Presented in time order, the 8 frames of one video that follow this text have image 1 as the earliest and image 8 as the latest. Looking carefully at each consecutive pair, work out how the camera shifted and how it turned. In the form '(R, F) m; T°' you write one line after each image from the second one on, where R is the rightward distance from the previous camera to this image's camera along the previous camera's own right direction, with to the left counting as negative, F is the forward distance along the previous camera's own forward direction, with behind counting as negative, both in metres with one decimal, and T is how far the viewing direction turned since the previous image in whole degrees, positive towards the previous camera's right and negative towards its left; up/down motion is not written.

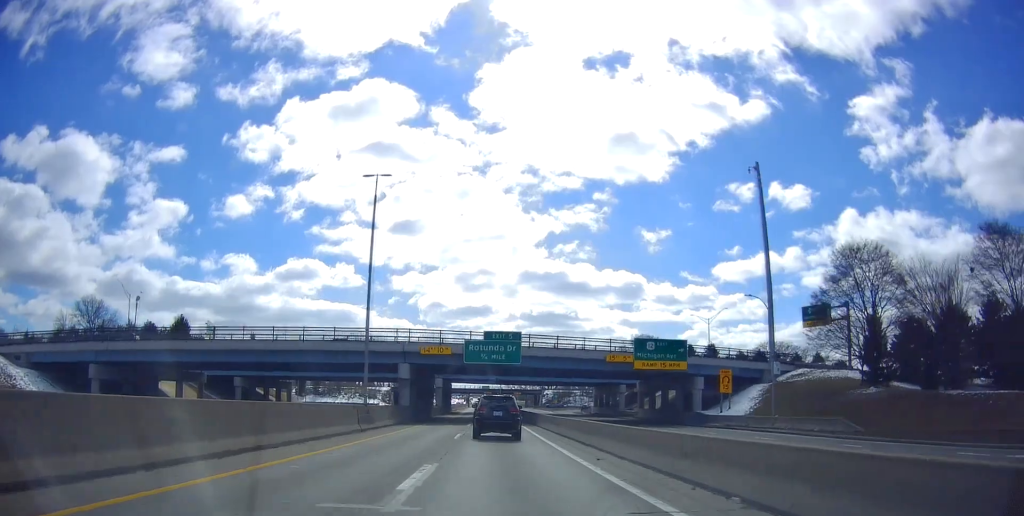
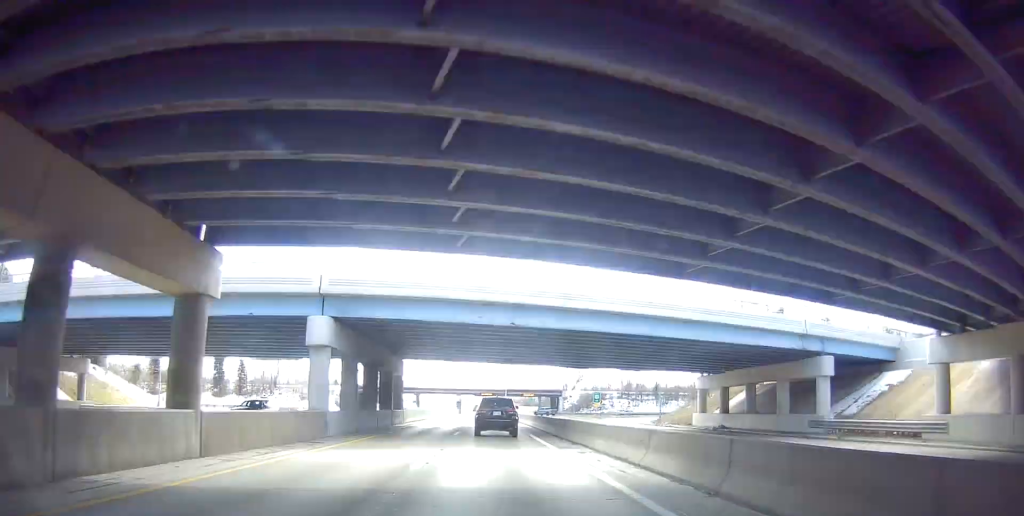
(+0.8, +58.5) m; +1°
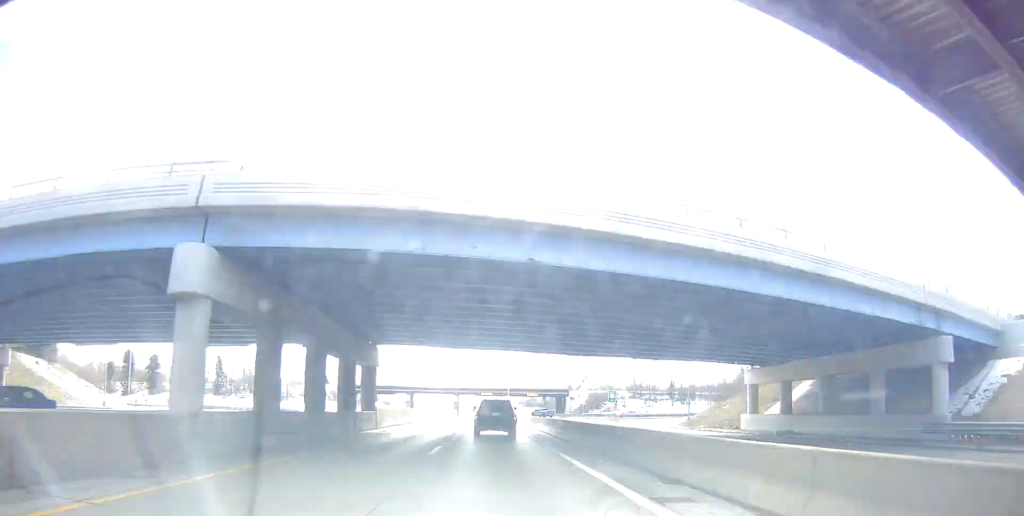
(+0.3, +11.7) m; 0°
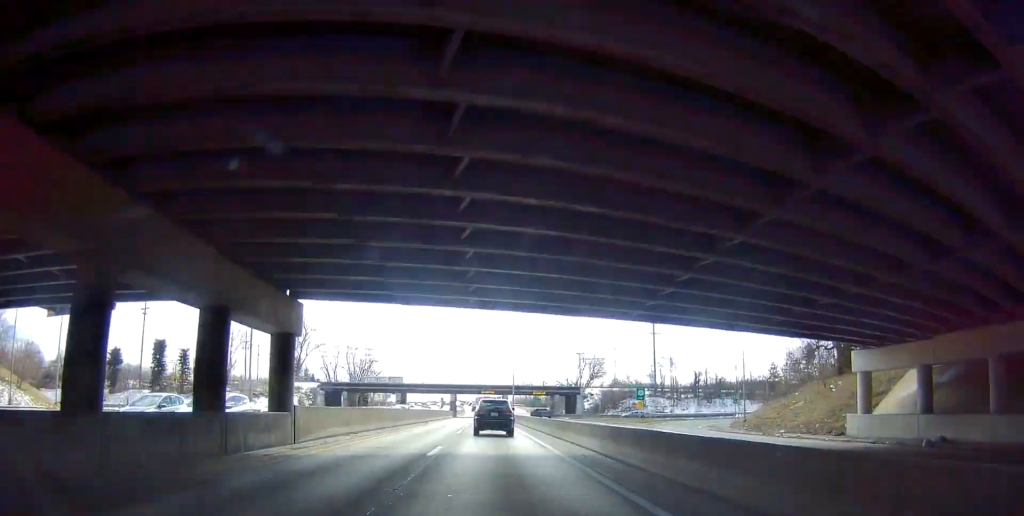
(-0.4, +15.6) m; -1°
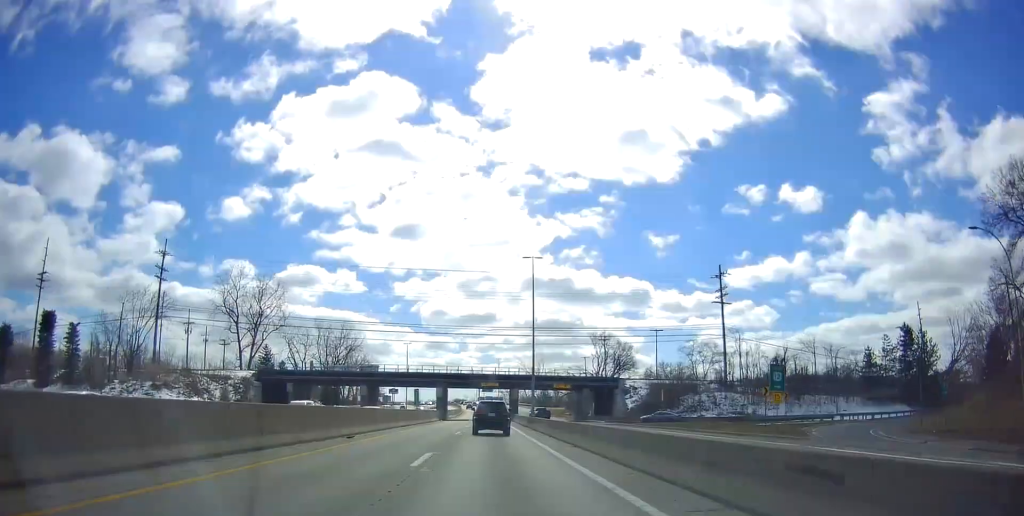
(-0.2, +33.8) m; -1°
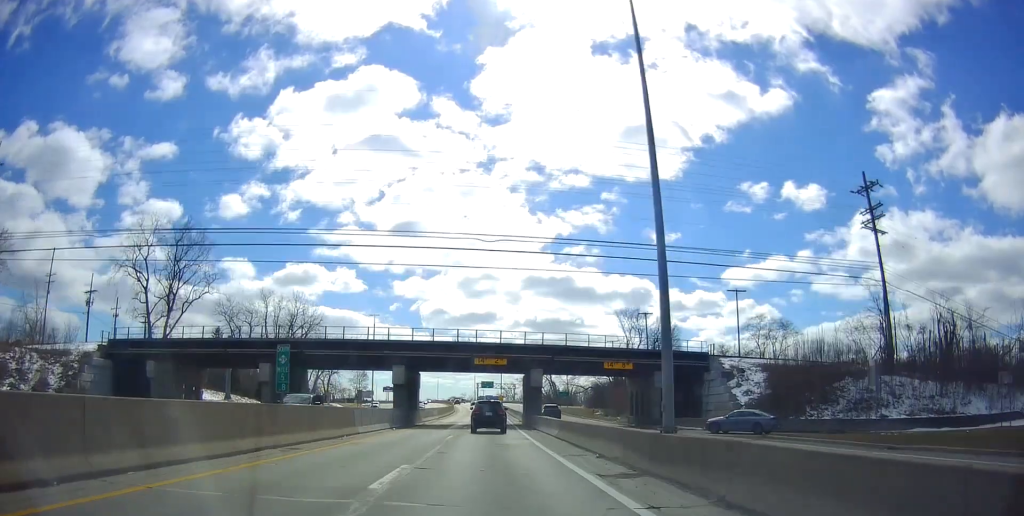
(-0.2, +36.2) m; -1°
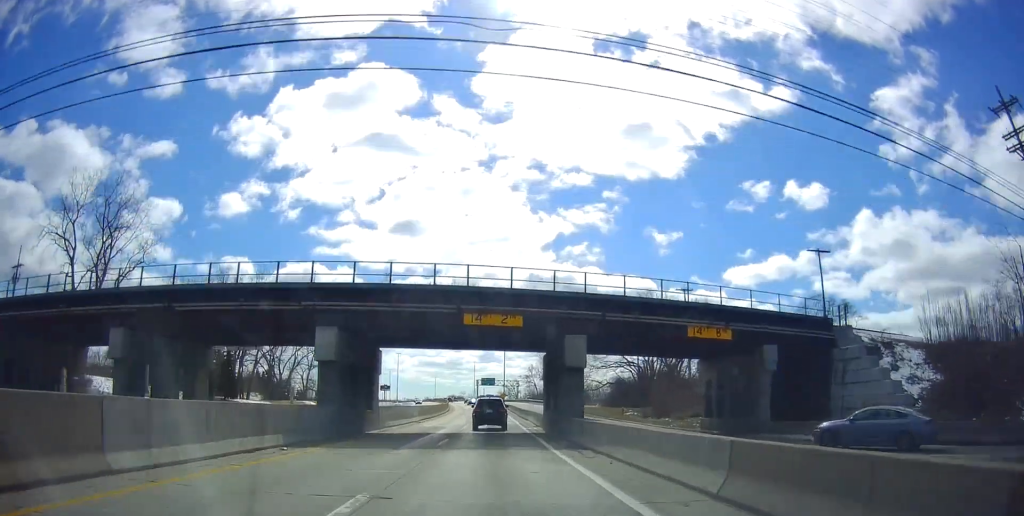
(-0.1, +19.9) m; -1°
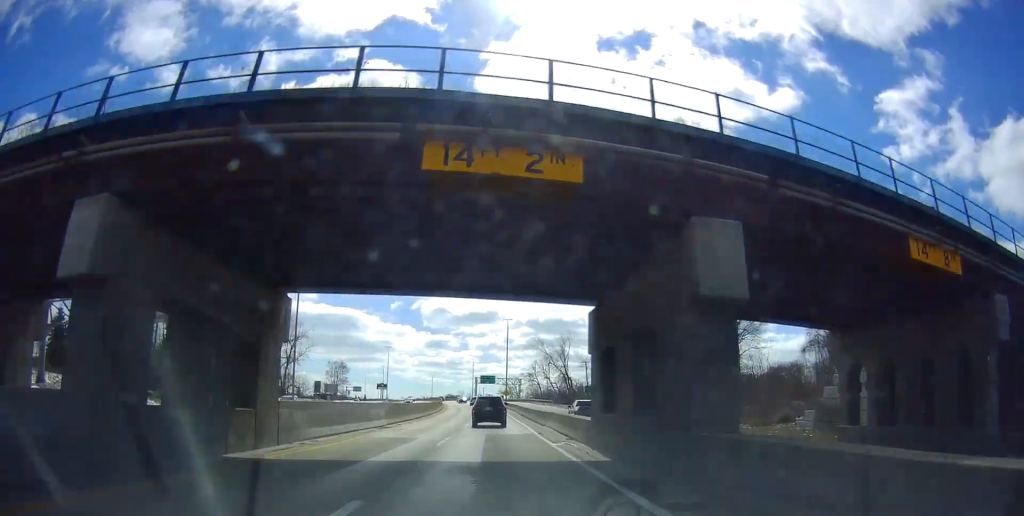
(0.0, +16.0) m; 0°
